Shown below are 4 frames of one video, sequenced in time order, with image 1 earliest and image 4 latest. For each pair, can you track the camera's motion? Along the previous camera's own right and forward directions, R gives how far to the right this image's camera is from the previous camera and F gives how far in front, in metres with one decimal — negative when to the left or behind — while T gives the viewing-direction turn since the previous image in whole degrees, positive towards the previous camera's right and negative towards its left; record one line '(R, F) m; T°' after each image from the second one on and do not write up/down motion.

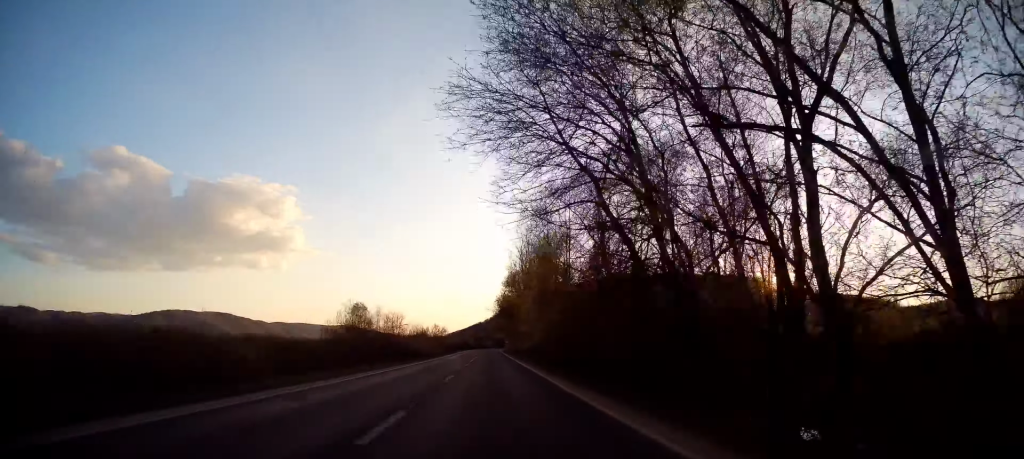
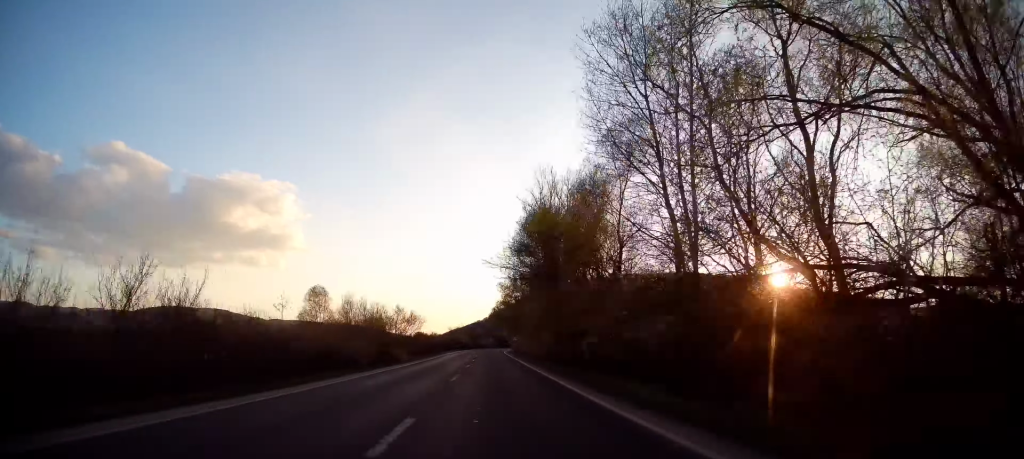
(-0.1, +36.3) m; +1°
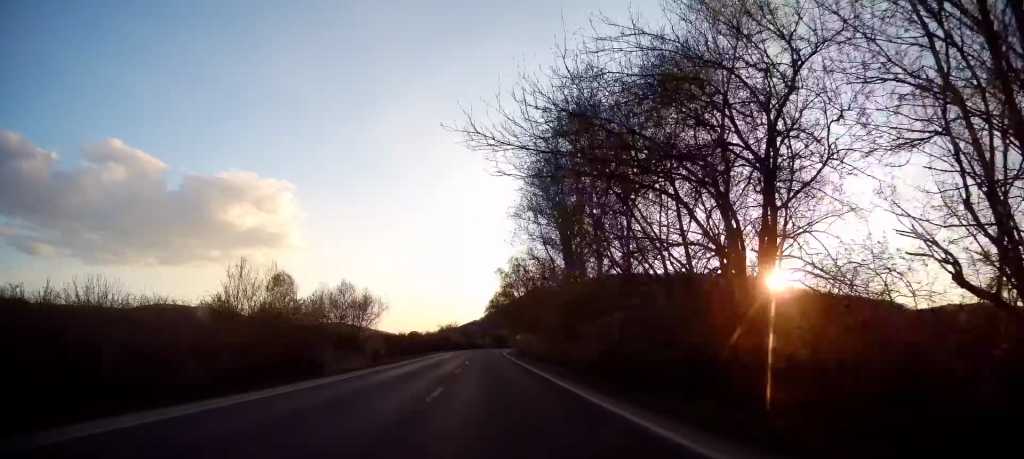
(+0.3, +18.0) m; 0°
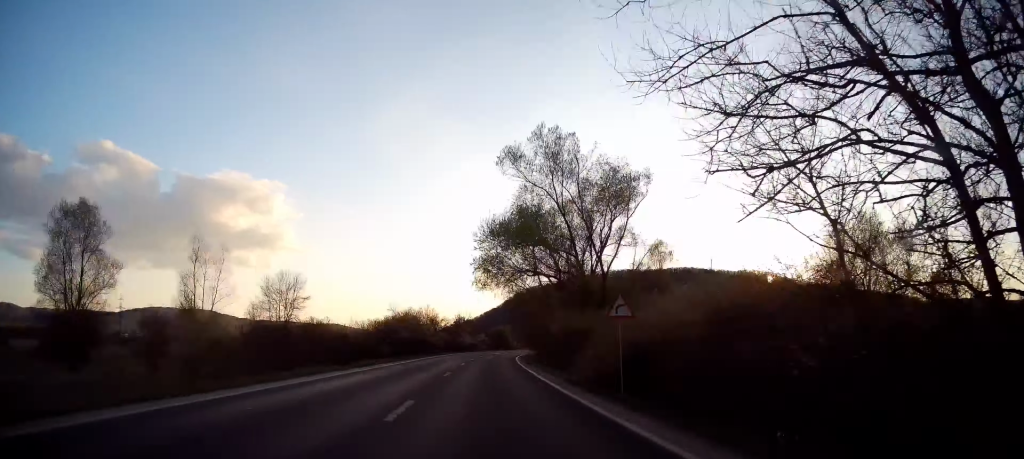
(-0.1, +50.2) m; 0°
